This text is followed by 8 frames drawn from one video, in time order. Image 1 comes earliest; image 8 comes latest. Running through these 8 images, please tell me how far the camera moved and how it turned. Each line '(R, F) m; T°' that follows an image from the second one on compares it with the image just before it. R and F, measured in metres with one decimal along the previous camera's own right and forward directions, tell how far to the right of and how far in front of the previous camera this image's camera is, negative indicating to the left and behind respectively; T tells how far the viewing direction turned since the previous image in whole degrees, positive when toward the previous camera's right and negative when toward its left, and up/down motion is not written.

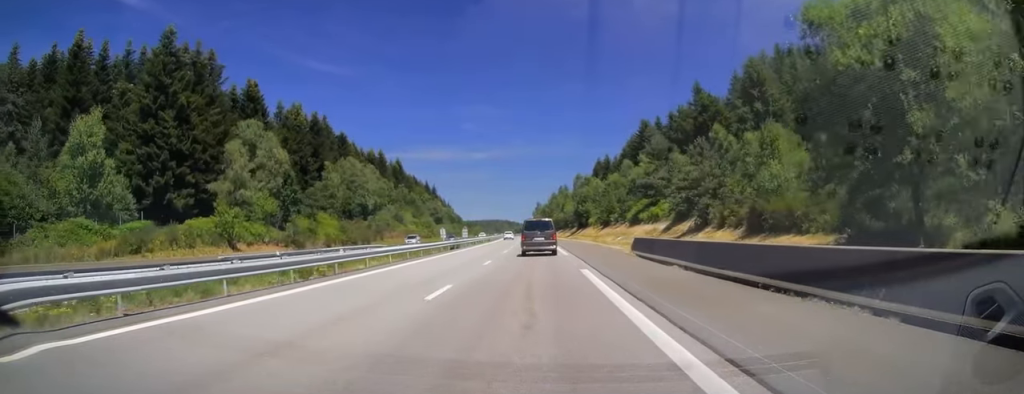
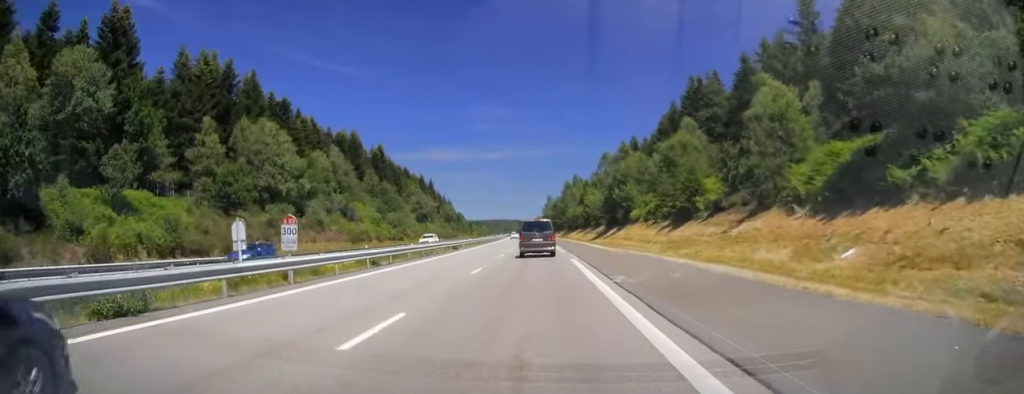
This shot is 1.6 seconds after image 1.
(-0.1, +44.2) m; -1°
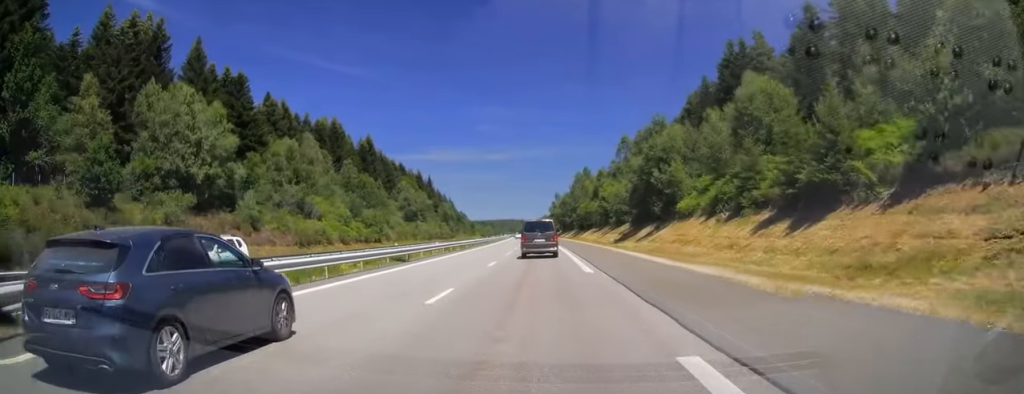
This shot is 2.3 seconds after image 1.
(-0.2, +21.5) m; -1°
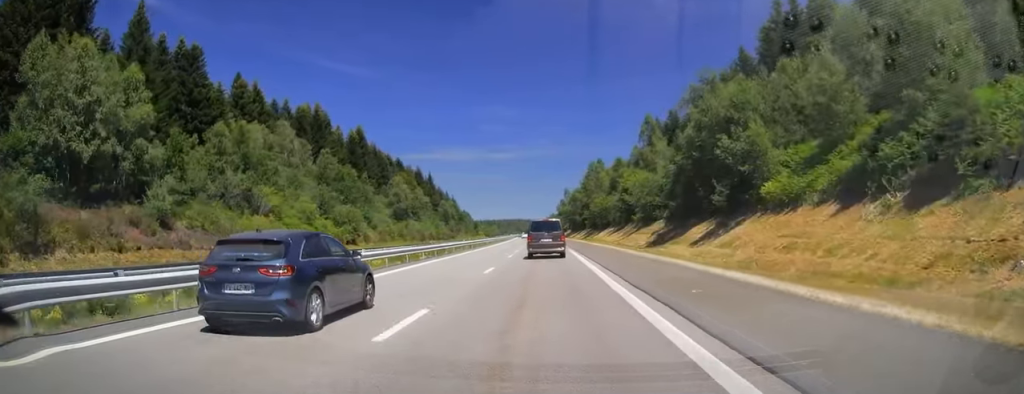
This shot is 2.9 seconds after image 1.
(-0.2, +17.4) m; -1°
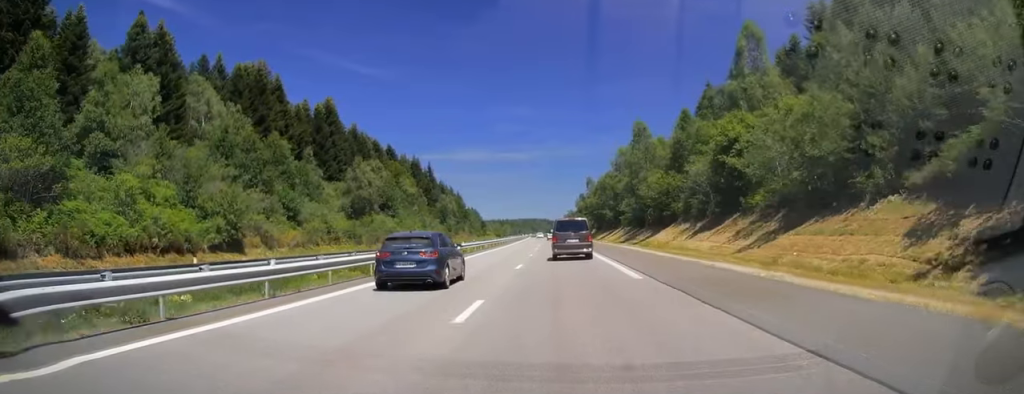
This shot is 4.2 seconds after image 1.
(-0.5, +37.7) m; -1°
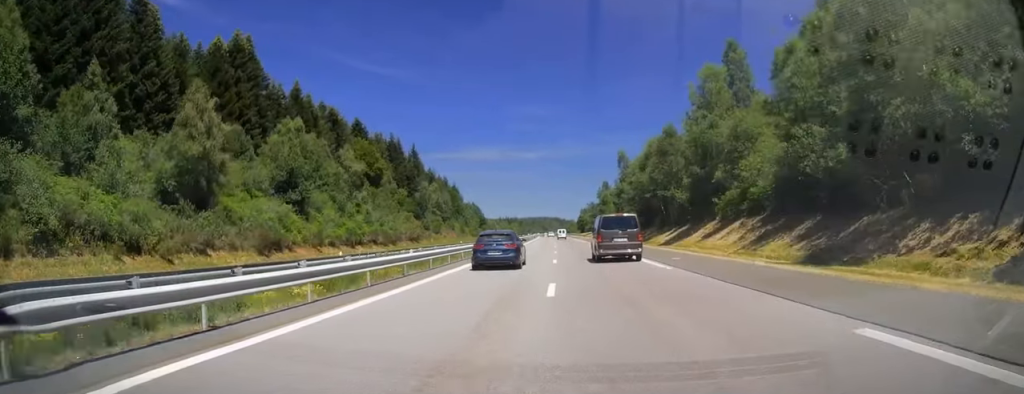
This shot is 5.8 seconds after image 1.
(-0.3, +49.2) m; -1°
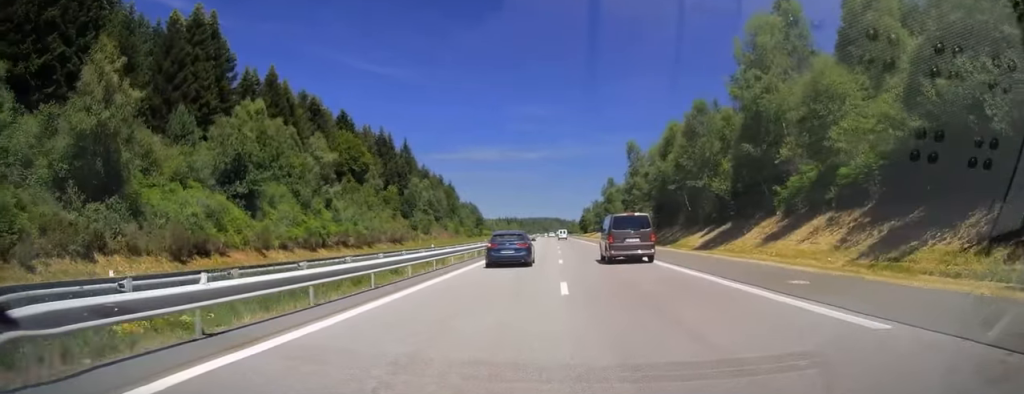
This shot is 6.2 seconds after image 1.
(0.0, +12.7) m; 0°
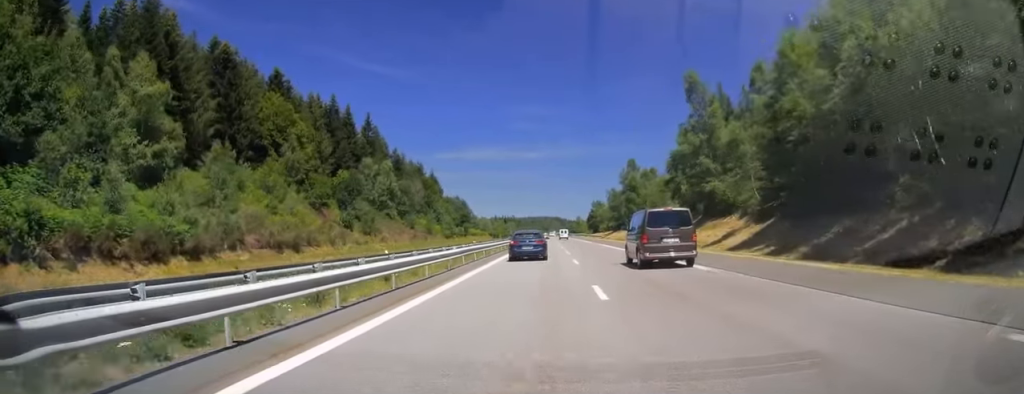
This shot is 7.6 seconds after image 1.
(0.0, +40.7) m; 0°
